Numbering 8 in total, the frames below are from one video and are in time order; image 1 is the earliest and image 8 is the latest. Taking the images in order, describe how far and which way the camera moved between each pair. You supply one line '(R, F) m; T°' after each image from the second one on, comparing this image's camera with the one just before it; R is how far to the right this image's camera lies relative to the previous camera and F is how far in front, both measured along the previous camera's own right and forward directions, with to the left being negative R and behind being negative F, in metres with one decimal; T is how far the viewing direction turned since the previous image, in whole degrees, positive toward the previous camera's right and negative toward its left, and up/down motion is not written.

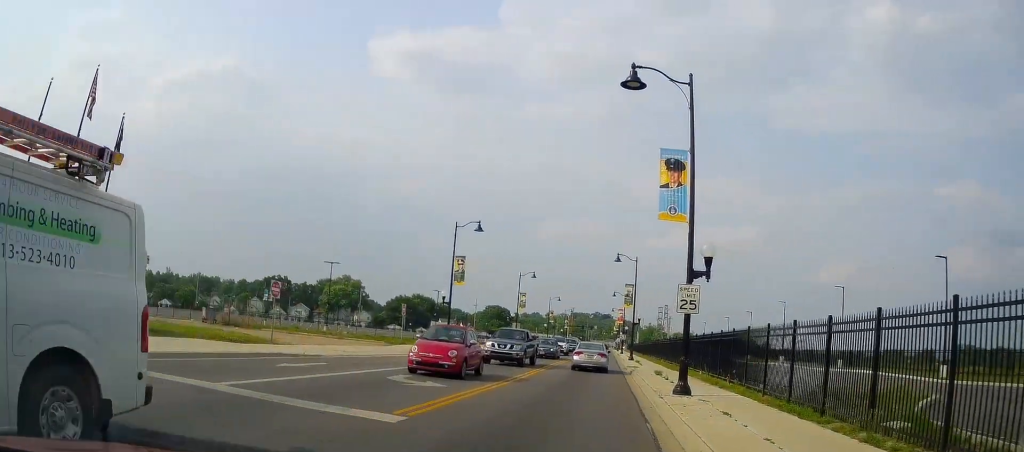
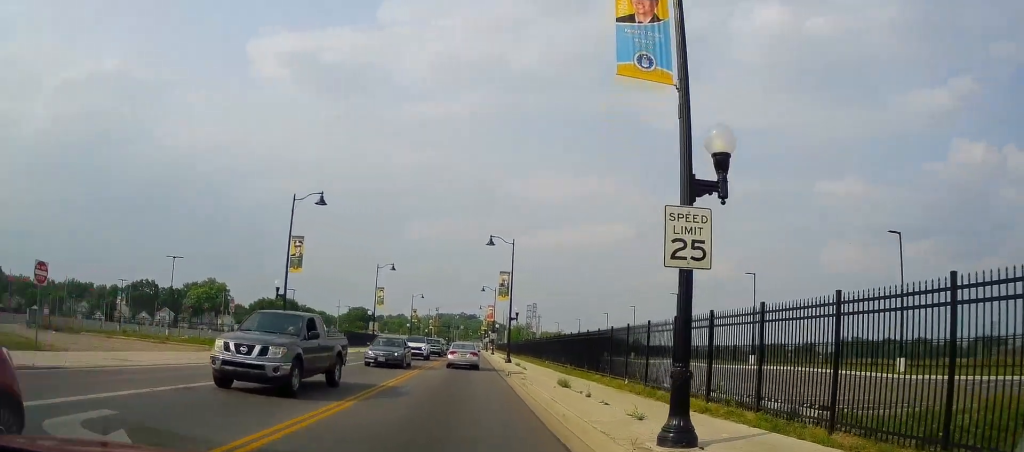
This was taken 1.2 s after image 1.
(+1.5, +8.5) m; +14°
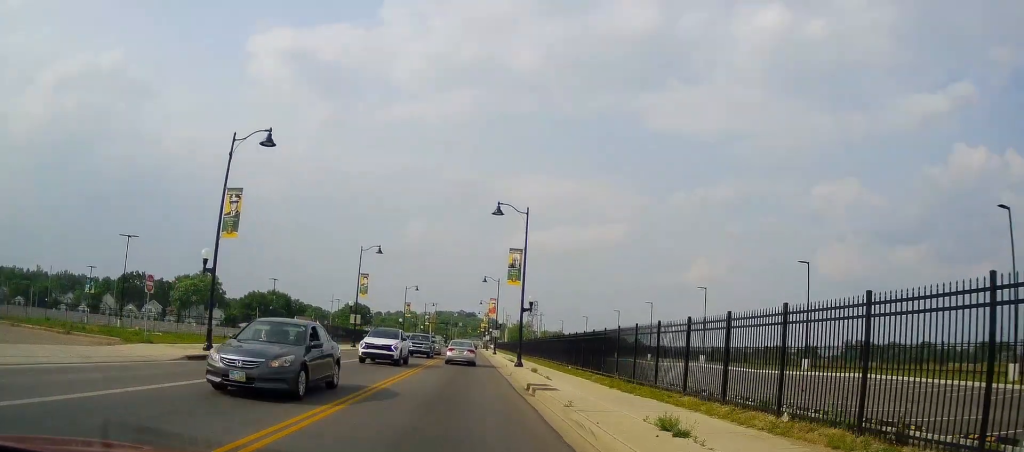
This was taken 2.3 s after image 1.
(+0.4, +9.7) m; +2°
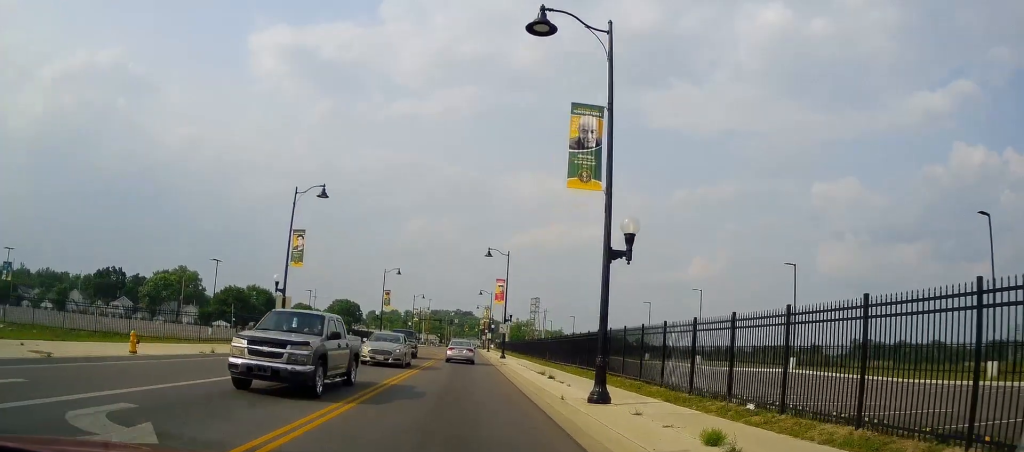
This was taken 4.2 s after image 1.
(-0.4, +20.2) m; +1°
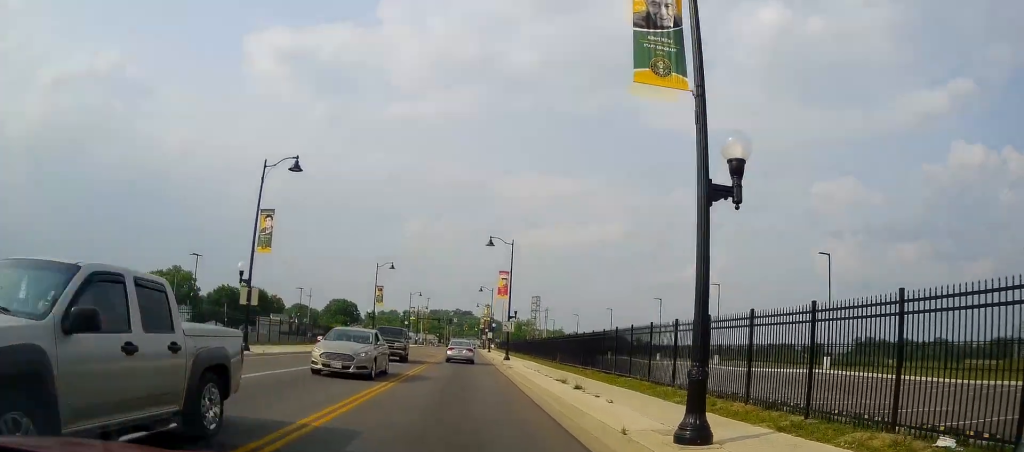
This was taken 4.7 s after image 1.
(-0.2, +5.3) m; +2°
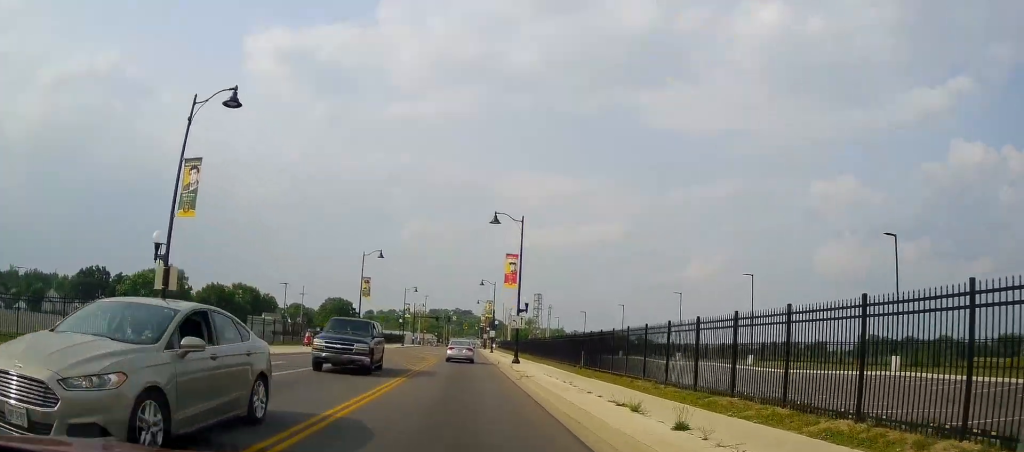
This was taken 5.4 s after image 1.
(+0.7, +8.4) m; +3°
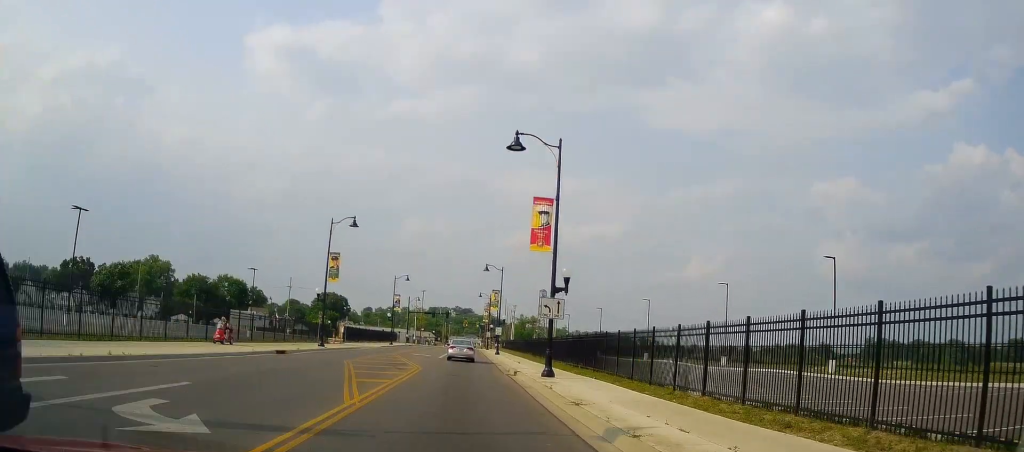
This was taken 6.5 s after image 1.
(0.0, +14.6) m; -4°
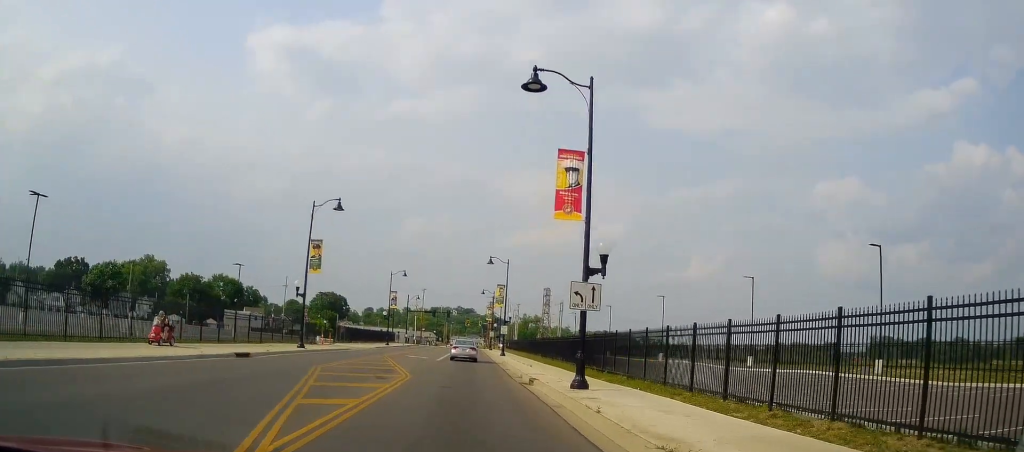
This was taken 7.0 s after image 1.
(-0.3, +5.9) m; -1°
